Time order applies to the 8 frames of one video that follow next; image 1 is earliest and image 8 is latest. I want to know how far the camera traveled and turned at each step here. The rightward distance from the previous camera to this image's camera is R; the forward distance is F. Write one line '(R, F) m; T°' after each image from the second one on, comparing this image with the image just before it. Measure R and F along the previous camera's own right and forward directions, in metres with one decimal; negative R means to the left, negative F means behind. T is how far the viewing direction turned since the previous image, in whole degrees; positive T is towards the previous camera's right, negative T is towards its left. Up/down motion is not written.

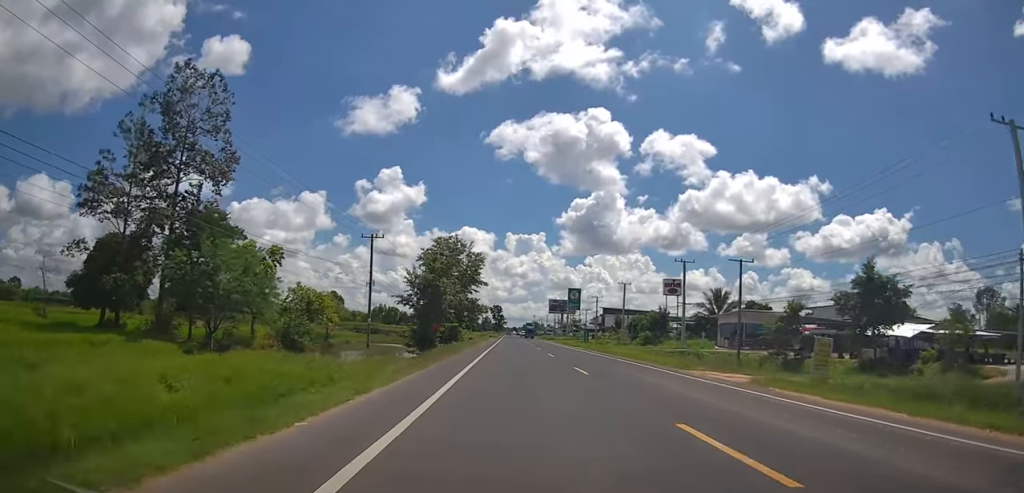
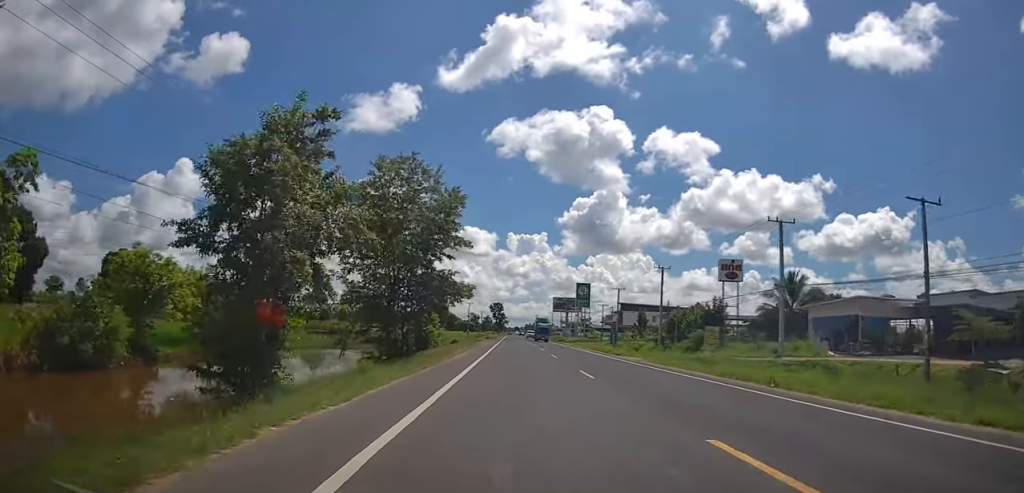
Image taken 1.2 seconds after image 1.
(-0.2, +25.8) m; 0°
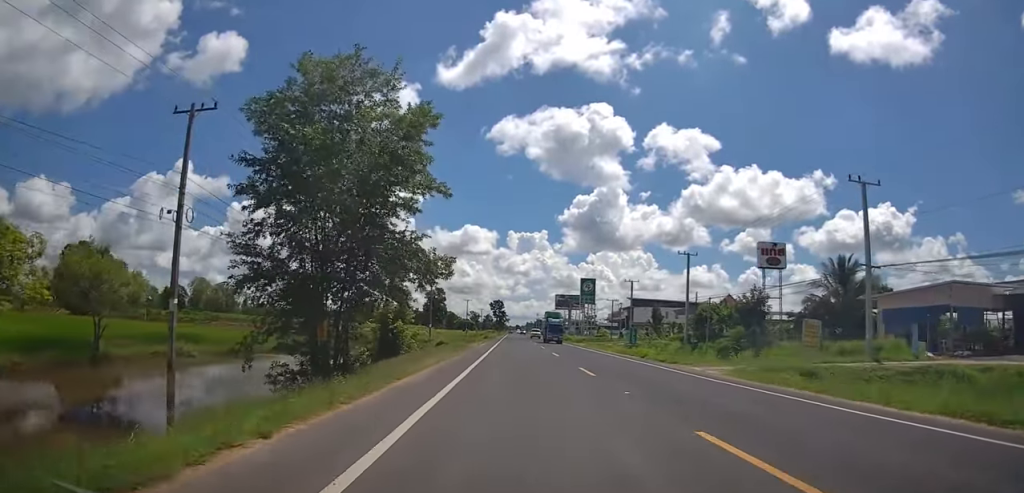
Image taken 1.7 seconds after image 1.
(+0.4, +11.6) m; 0°
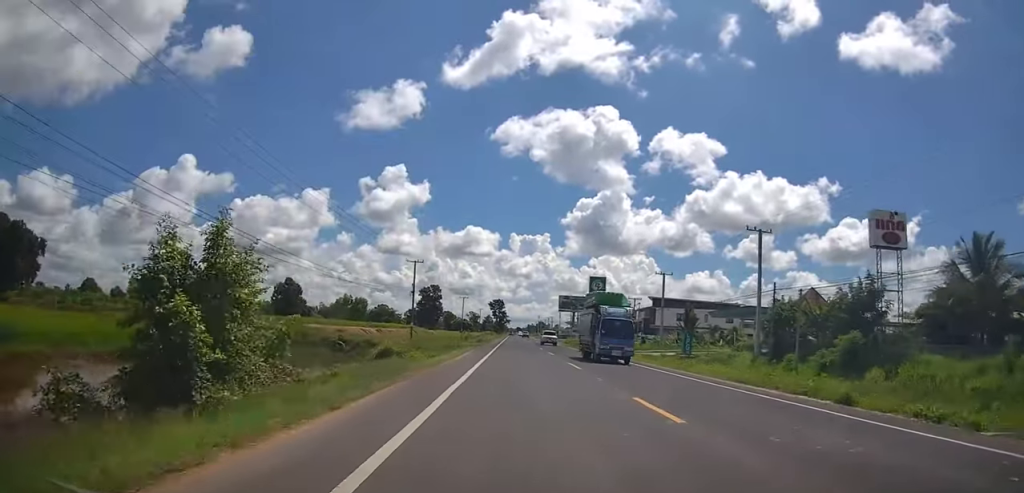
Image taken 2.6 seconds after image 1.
(-0.8, +20.1) m; 0°
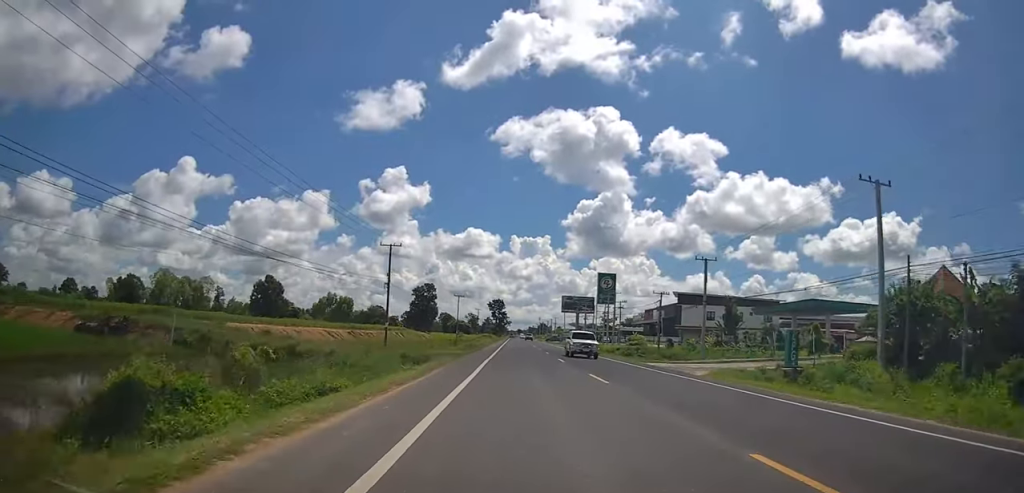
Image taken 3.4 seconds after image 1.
(+0.5, +17.6) m; 0°
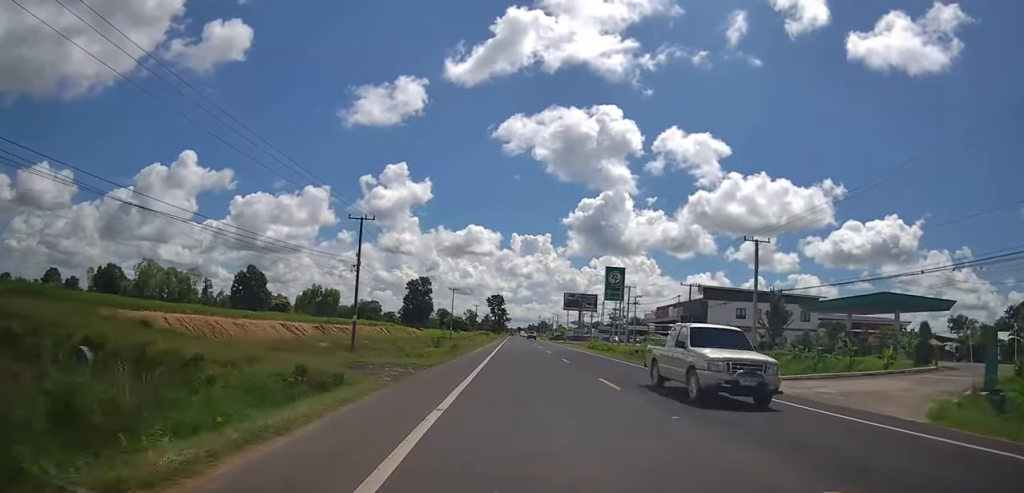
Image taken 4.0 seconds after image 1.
(-0.1, +13.5) m; 0°
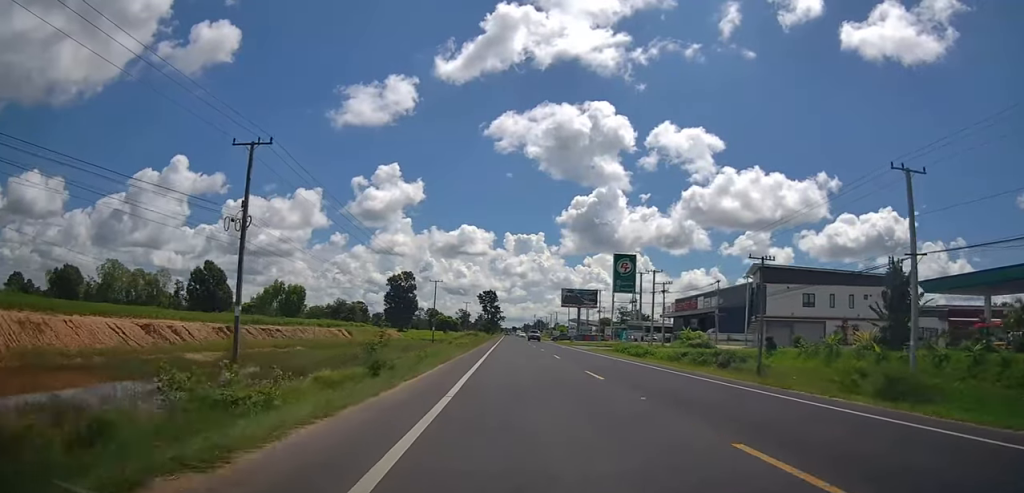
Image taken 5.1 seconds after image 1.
(-0.2, +22.4) m; 0°
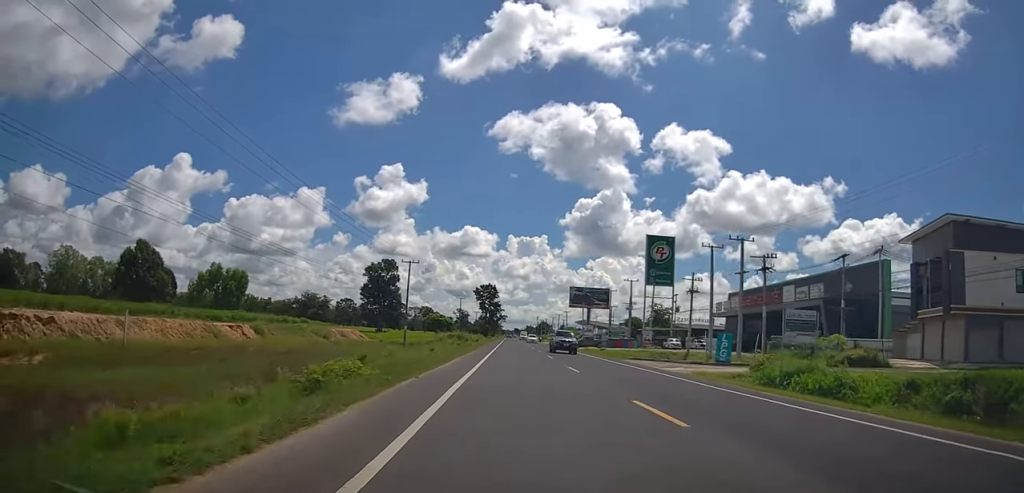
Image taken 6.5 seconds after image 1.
(-0.2, +31.6) m; 0°
